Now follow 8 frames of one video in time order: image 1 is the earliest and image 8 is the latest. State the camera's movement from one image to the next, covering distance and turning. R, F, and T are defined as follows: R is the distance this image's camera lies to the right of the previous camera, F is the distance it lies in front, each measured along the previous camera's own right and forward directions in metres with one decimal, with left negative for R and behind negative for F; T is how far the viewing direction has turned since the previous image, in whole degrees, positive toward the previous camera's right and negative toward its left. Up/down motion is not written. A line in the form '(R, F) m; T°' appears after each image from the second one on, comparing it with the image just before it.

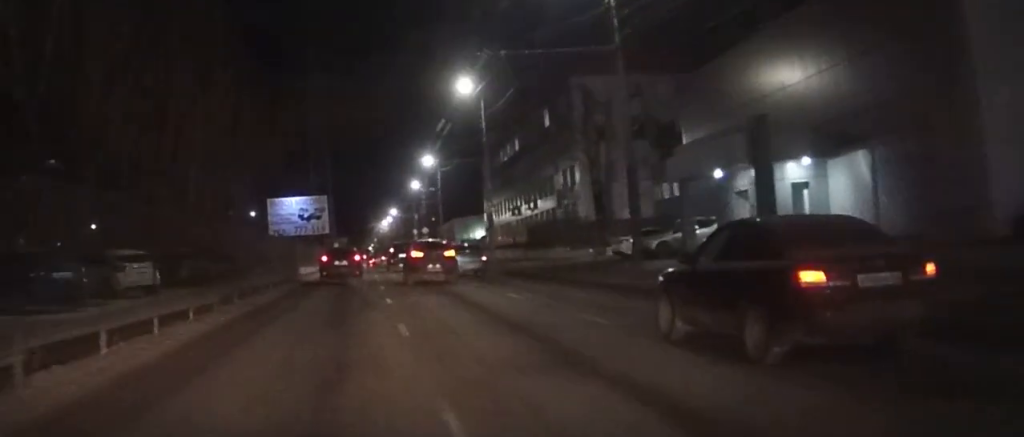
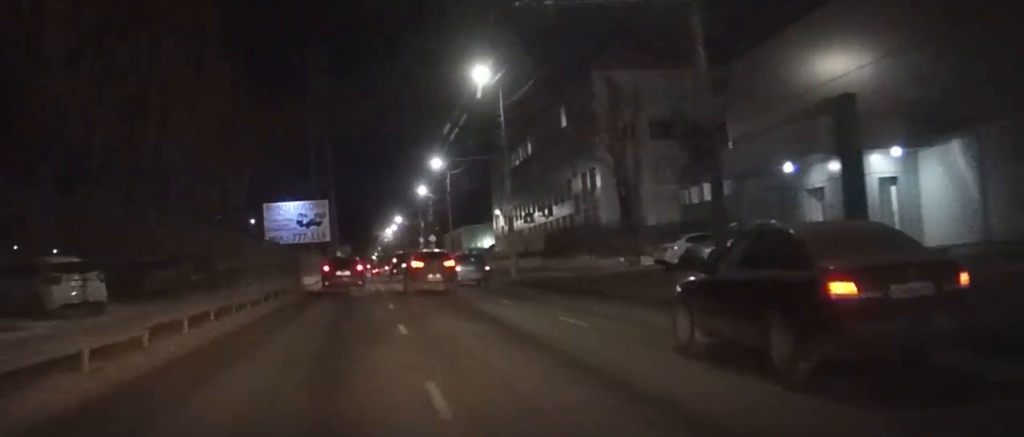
(0.0, +5.7) m; 0°
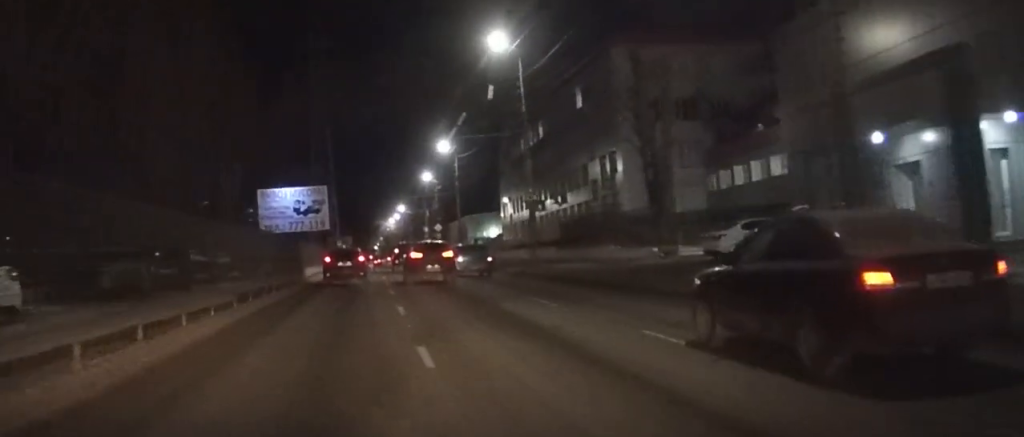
(+0.1, +5.3) m; 0°
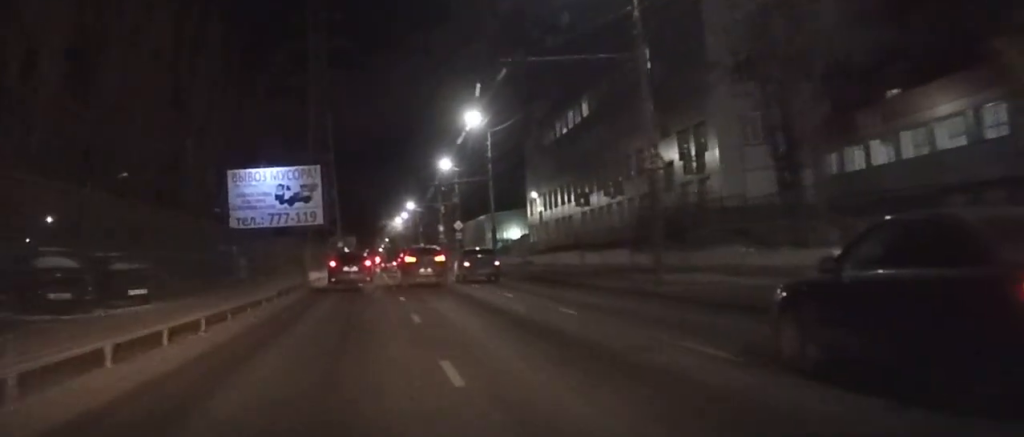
(0.0, +16.7) m; +1°
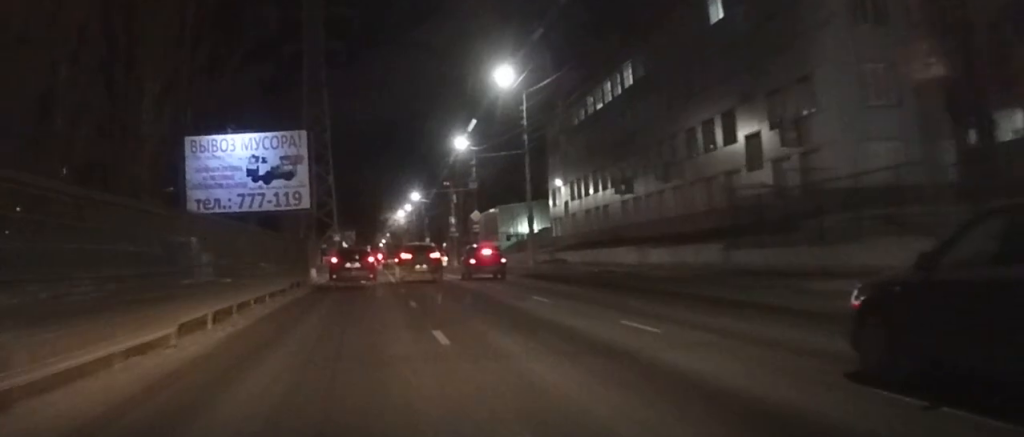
(+0.2, +12.2) m; -1°
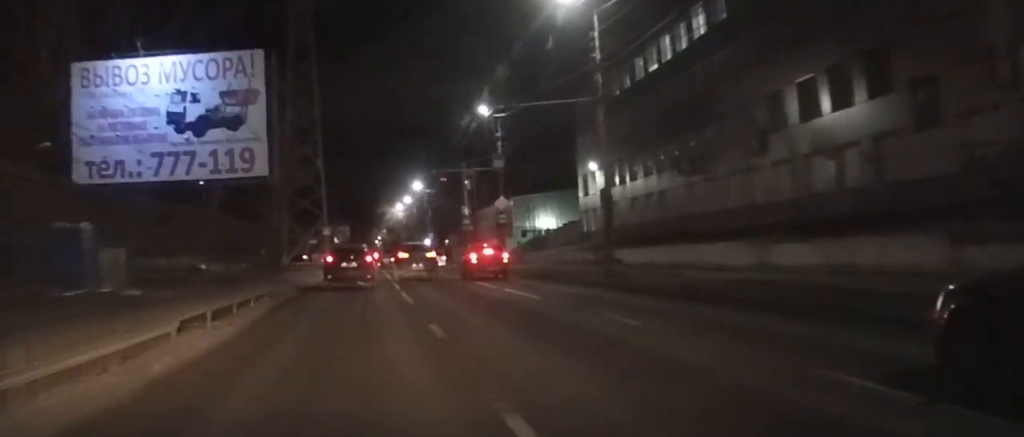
(-0.4, +14.8) m; -2°
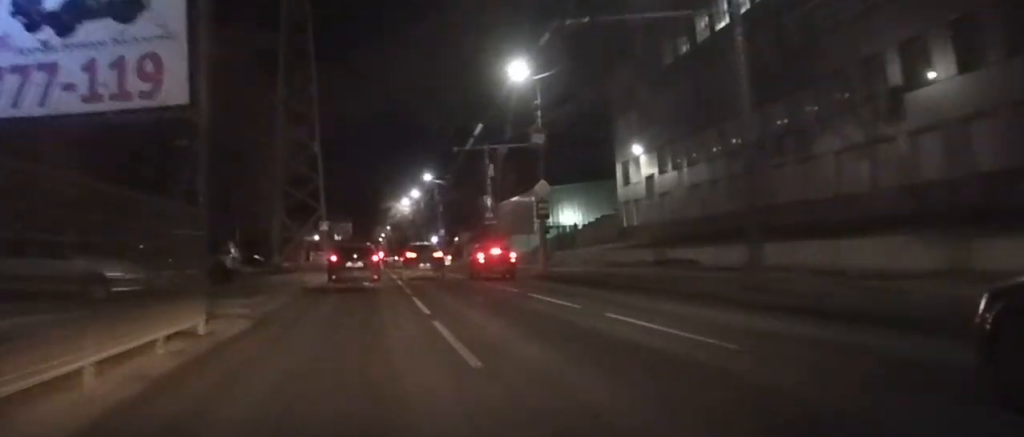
(-0.1, +11.2) m; 0°
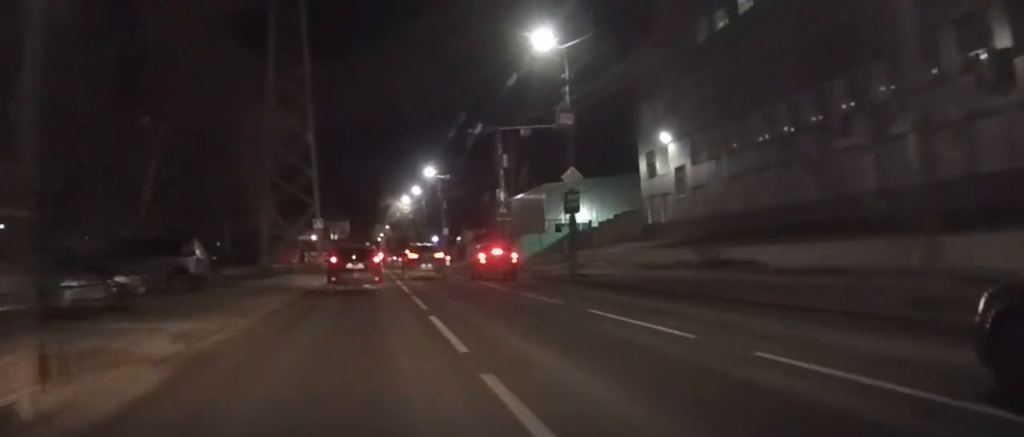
(0.0, +6.5) m; +1°
